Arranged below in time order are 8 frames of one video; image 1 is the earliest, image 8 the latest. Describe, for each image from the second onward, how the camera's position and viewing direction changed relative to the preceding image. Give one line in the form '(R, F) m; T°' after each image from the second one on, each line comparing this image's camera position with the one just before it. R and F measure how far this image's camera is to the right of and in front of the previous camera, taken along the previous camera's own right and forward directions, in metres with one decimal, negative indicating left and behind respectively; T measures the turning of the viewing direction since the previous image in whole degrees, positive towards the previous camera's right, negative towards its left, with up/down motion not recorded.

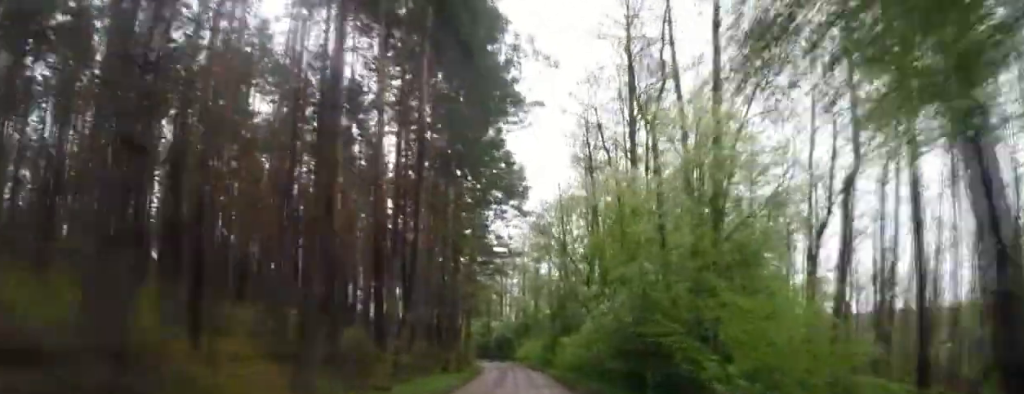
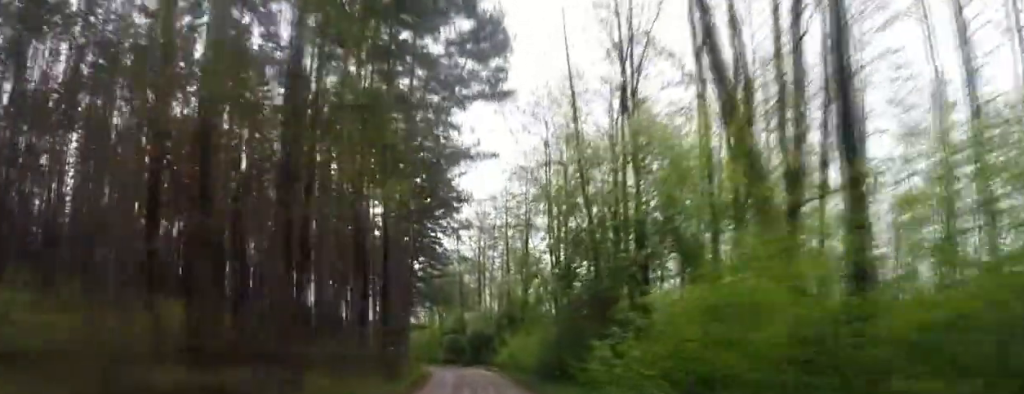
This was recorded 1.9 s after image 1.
(+2.0, +22.1) m; +9°
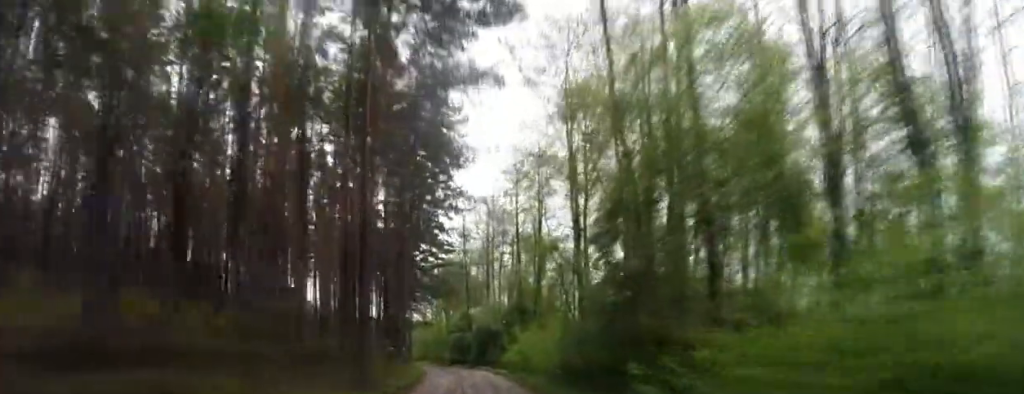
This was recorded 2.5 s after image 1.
(+0.1, +6.6) m; +1°
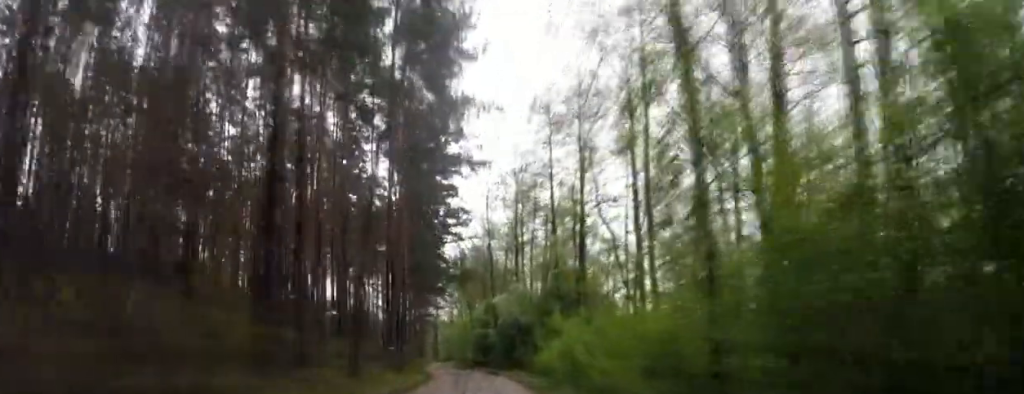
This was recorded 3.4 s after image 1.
(0.0, +12.2) m; +1°
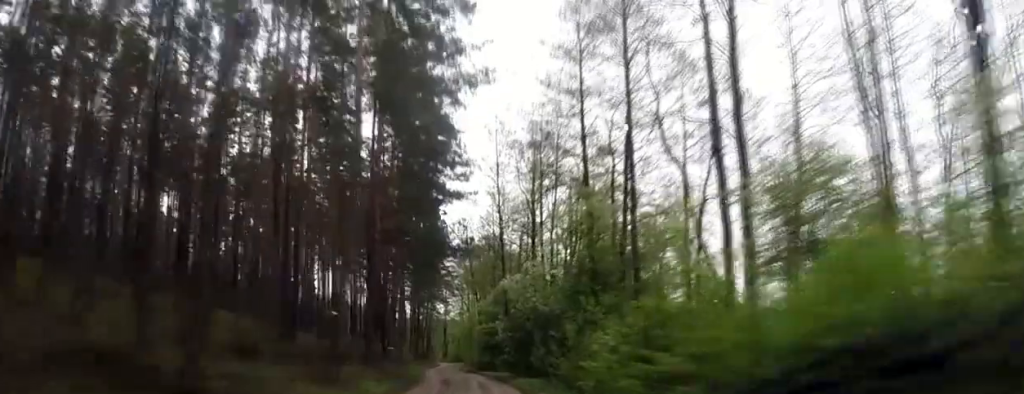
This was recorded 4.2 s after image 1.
(+0.1, +11.4) m; +1°
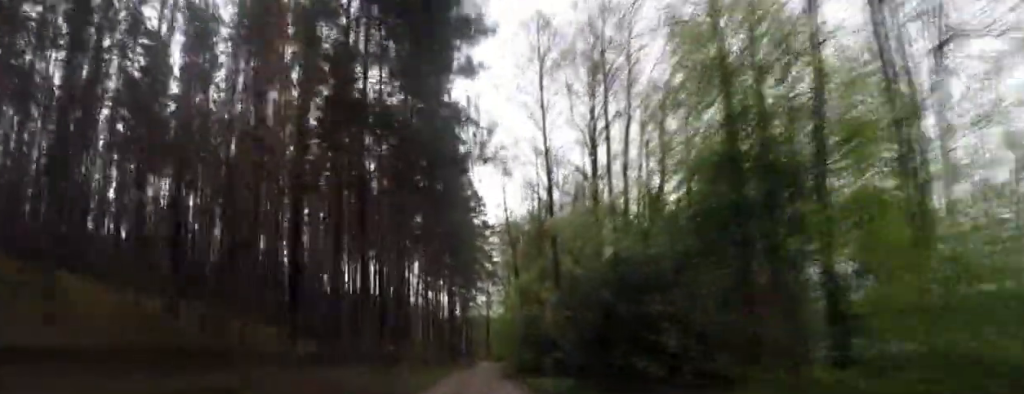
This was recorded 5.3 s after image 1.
(+0.1, +15.6) m; 0°
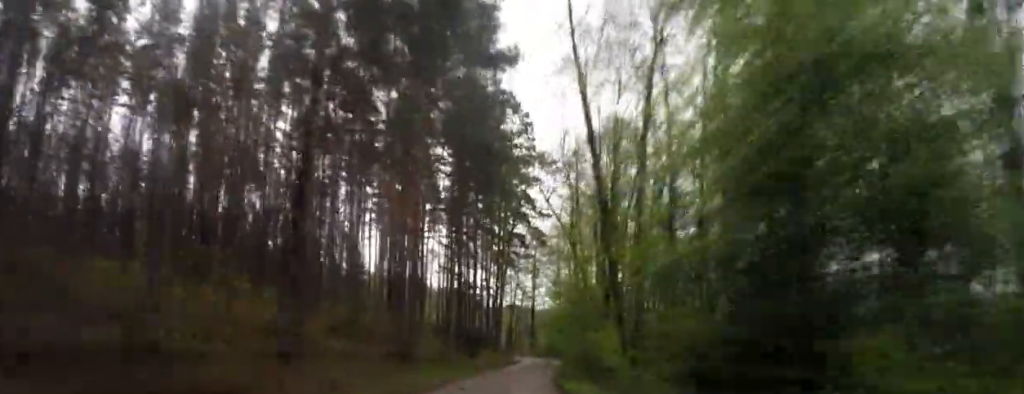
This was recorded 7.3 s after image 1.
(-0.1, +28.9) m; -5°
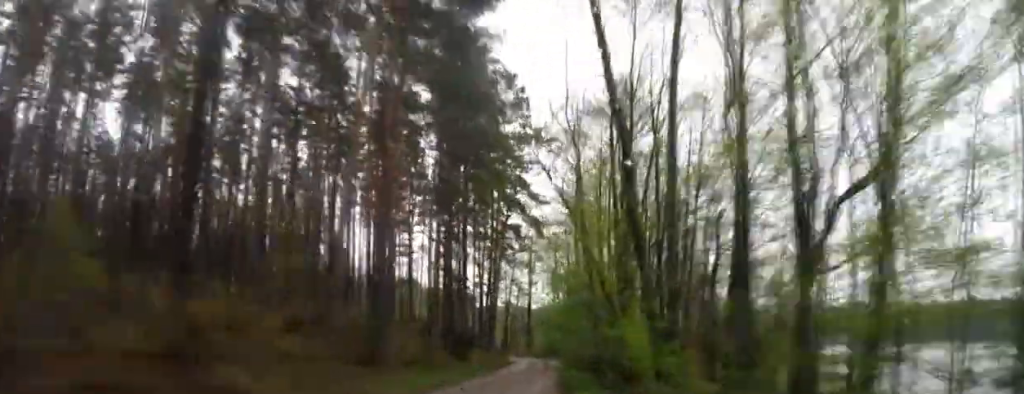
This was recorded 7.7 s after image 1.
(-0.1, +6.1) m; -2°
